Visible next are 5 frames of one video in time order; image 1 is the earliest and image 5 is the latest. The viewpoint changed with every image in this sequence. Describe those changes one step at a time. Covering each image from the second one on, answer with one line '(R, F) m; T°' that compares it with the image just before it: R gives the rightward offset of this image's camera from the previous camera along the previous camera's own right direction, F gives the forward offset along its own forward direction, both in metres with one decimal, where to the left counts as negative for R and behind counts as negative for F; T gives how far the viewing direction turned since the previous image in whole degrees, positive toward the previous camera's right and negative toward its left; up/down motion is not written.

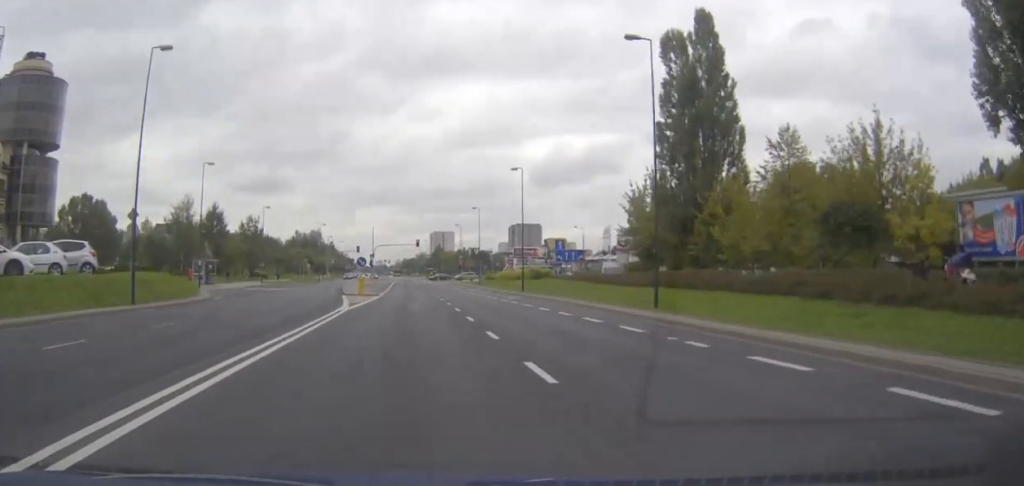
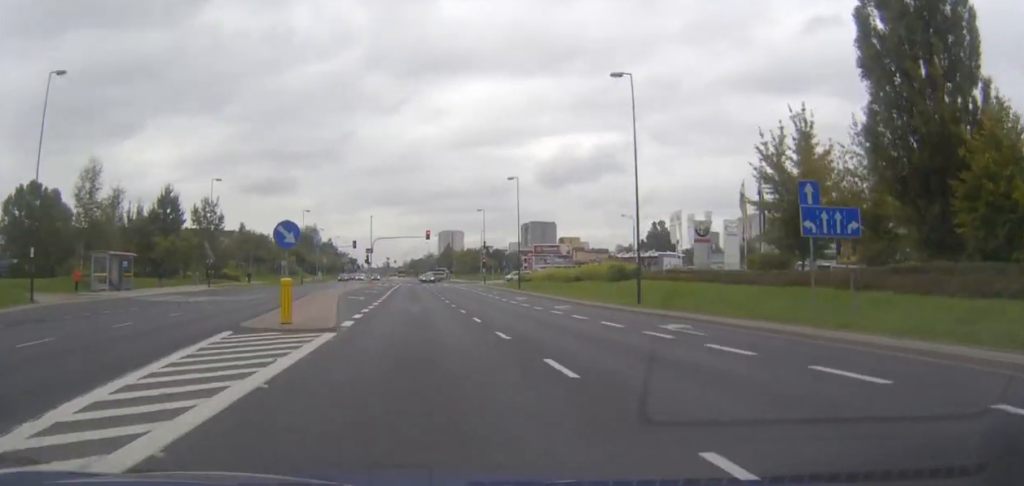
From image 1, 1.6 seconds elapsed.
(-0.2, +28.1) m; -1°
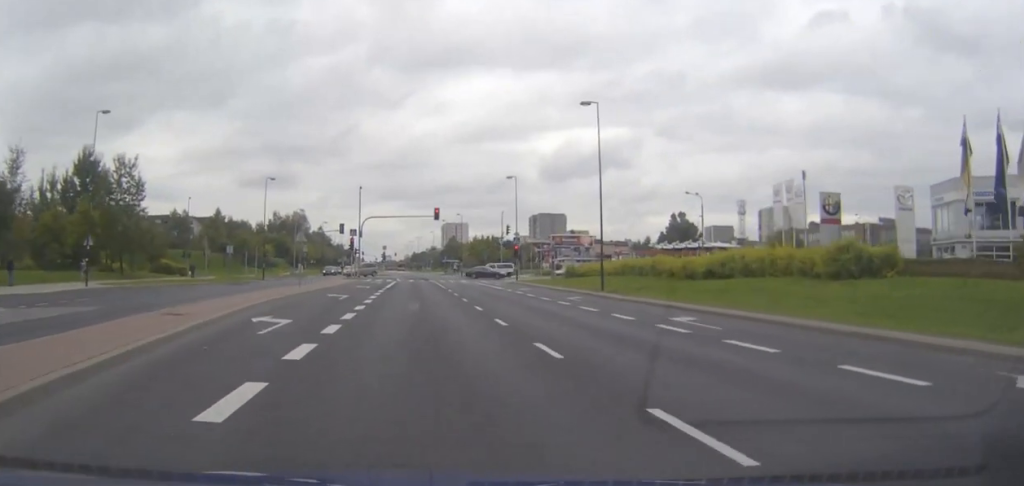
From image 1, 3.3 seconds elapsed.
(-0.1, +26.3) m; 0°
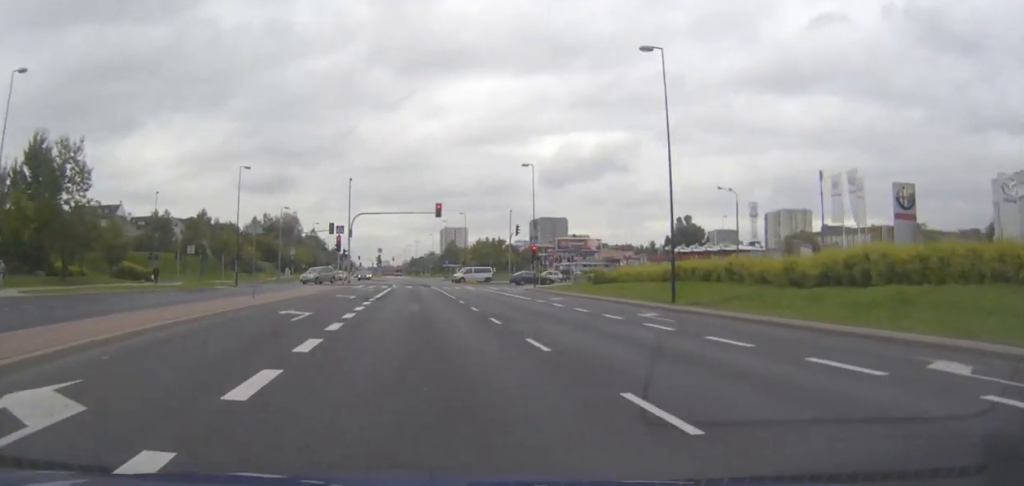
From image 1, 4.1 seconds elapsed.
(0.0, +10.0) m; 0°
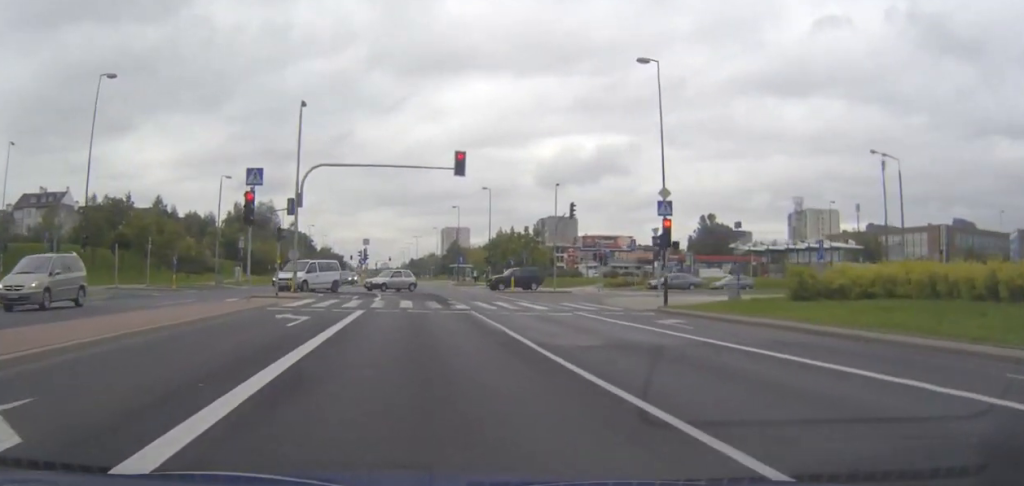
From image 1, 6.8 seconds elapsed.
(+0.1, +29.1) m; 0°
